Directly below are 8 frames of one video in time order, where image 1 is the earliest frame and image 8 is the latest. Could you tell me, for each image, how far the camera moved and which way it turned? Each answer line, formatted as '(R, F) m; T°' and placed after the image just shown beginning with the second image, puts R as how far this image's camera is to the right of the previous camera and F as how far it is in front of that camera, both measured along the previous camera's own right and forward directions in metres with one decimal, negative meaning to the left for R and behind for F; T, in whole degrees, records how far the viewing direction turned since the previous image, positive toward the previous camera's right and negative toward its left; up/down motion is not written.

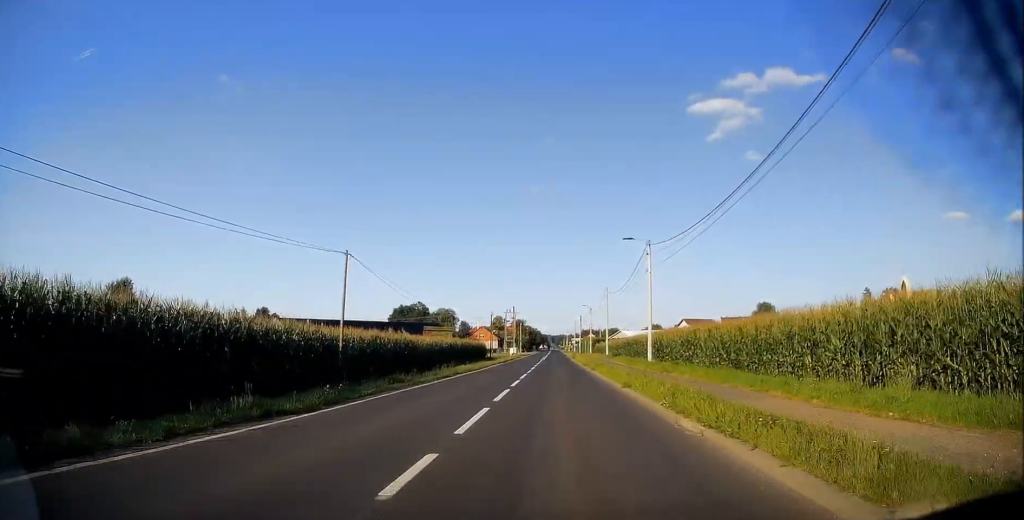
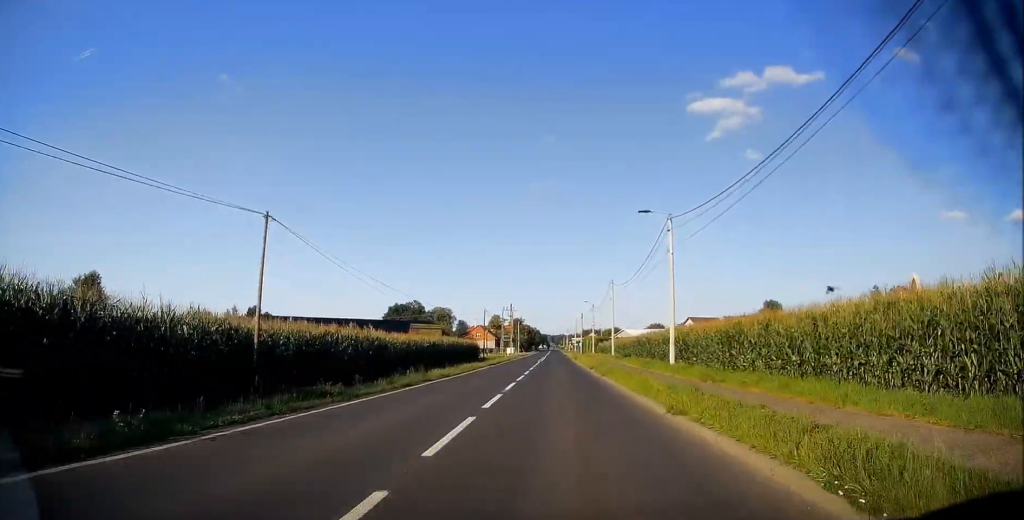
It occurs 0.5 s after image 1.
(0.0, +6.1) m; +1°
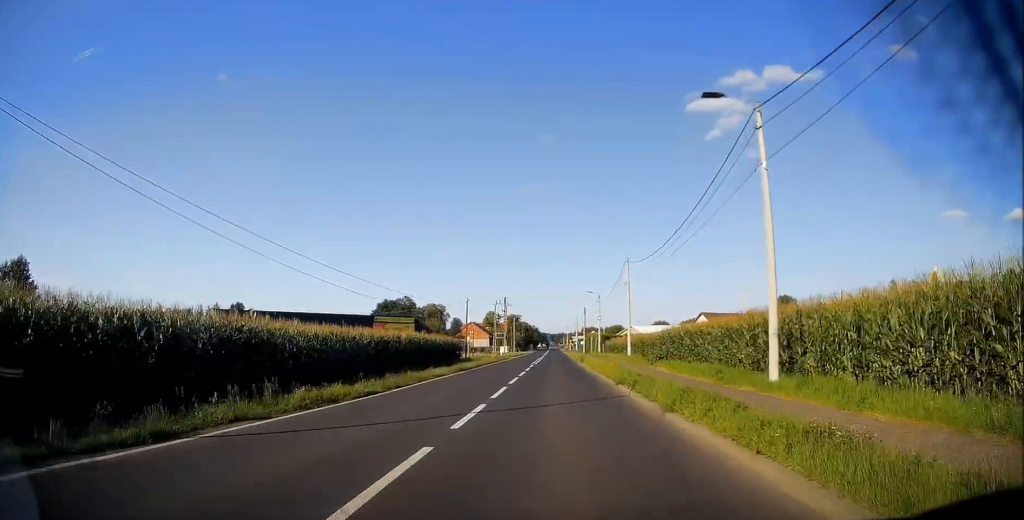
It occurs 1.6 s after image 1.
(+0.2, +13.1) m; 0°
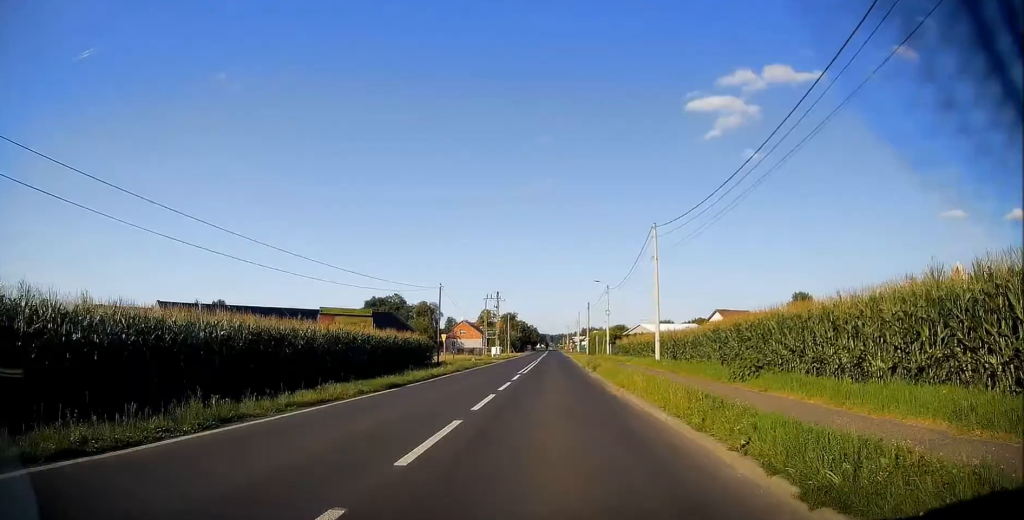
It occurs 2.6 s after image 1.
(-0.3, +13.9) m; 0°
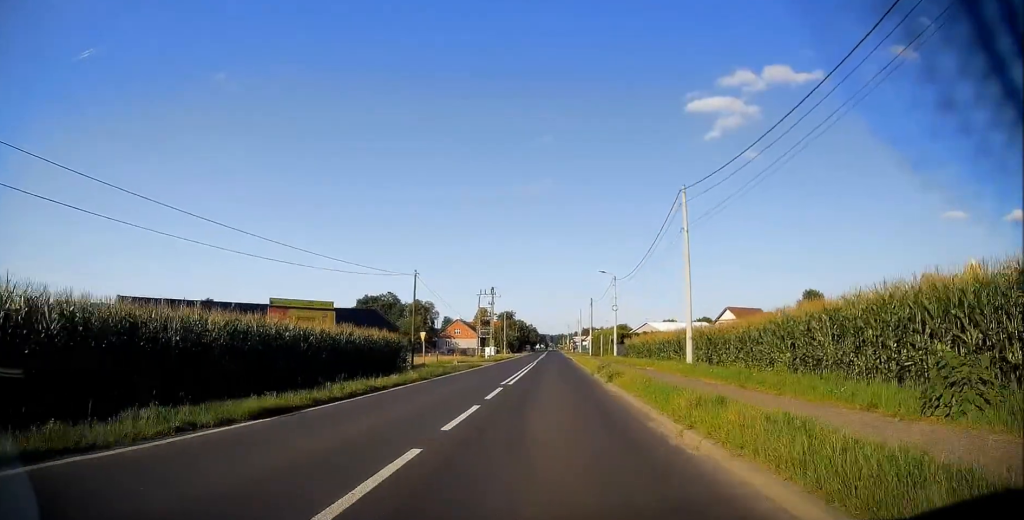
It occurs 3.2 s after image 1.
(+0.3, +8.8) m; 0°
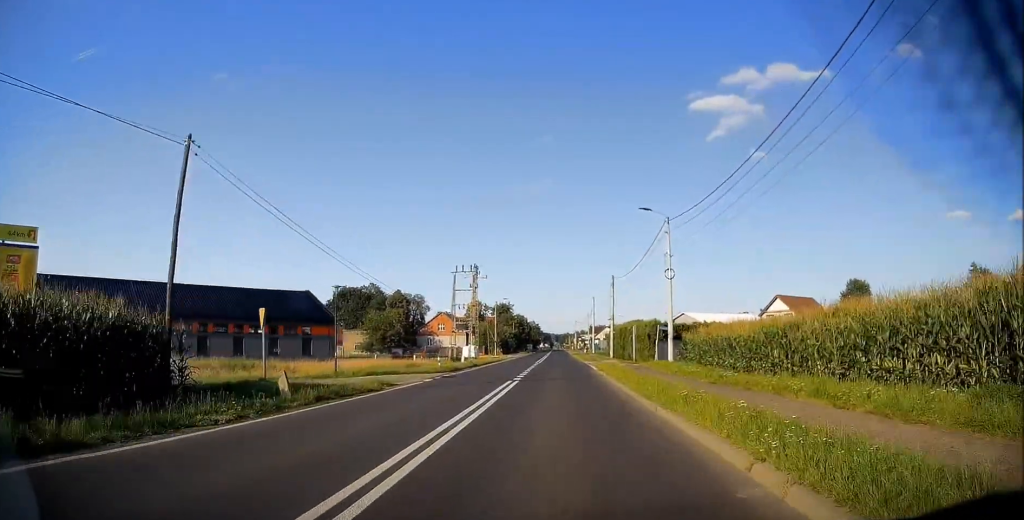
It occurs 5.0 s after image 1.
(-0.2, +27.9) m; -1°
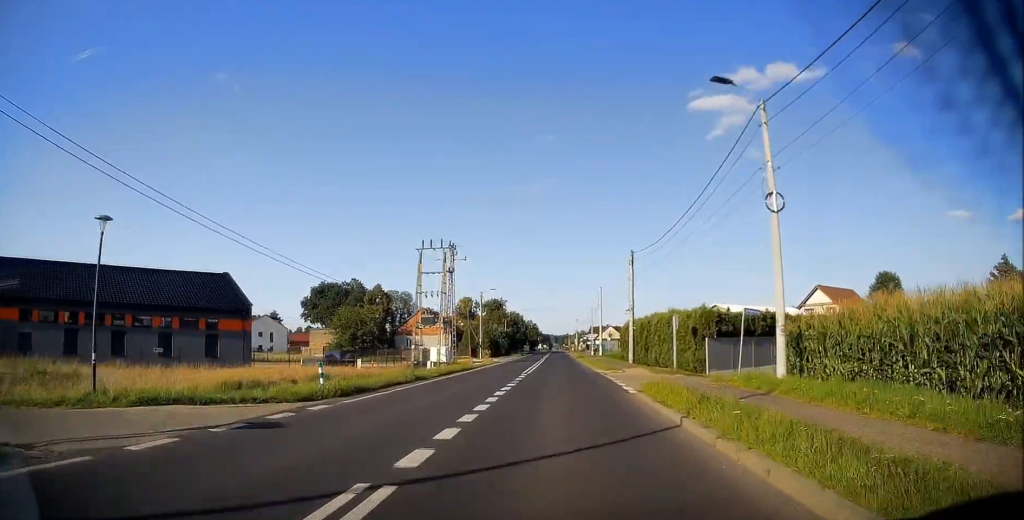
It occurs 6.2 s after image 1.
(-0.1, +17.4) m; 0°
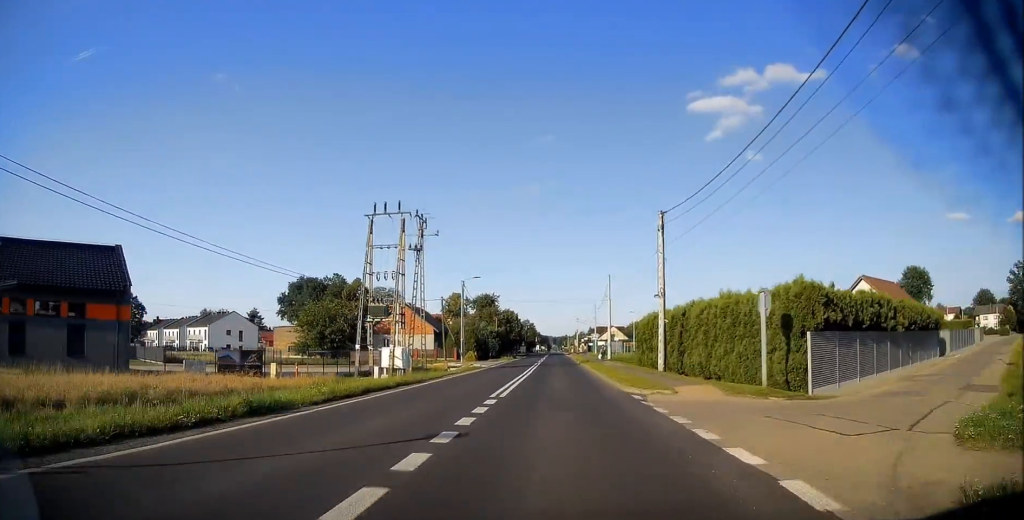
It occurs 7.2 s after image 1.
(+0.1, +14.2) m; +1°
